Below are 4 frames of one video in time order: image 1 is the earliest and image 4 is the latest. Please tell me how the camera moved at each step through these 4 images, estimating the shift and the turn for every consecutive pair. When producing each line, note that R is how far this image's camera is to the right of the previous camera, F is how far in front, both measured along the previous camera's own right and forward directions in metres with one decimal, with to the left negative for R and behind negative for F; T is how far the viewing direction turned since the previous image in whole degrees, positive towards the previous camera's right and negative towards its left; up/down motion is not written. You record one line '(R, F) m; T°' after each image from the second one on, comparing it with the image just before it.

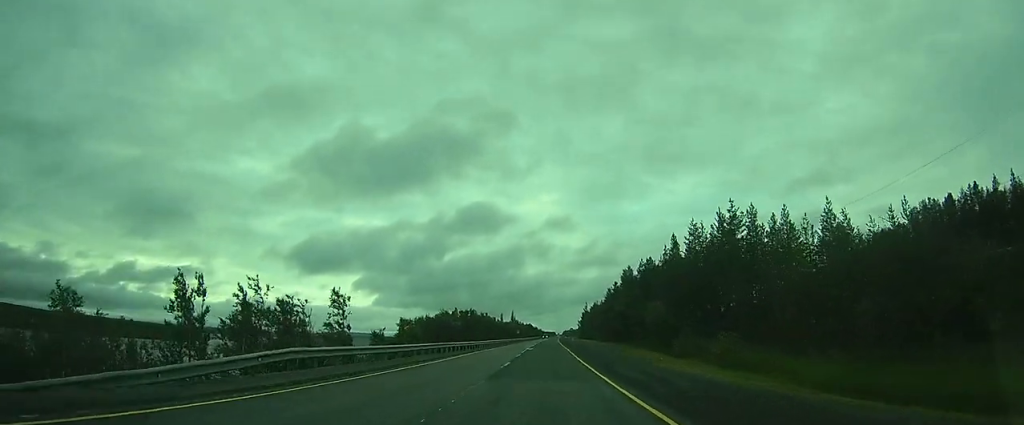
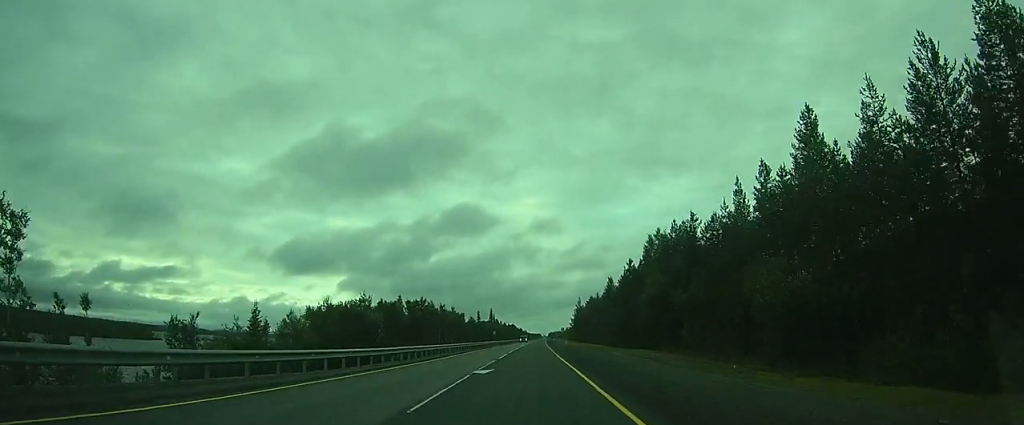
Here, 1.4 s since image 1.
(+0.5, +30.2) m; +2°
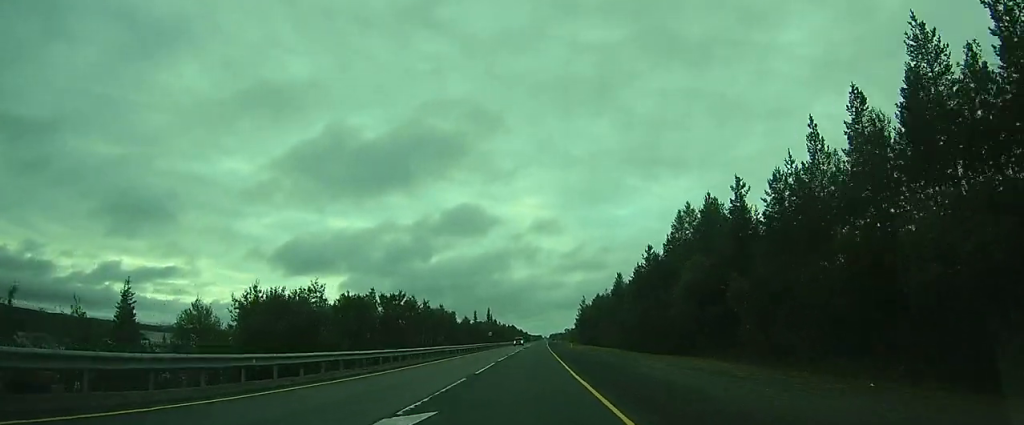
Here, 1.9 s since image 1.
(0.0, +11.4) m; 0°
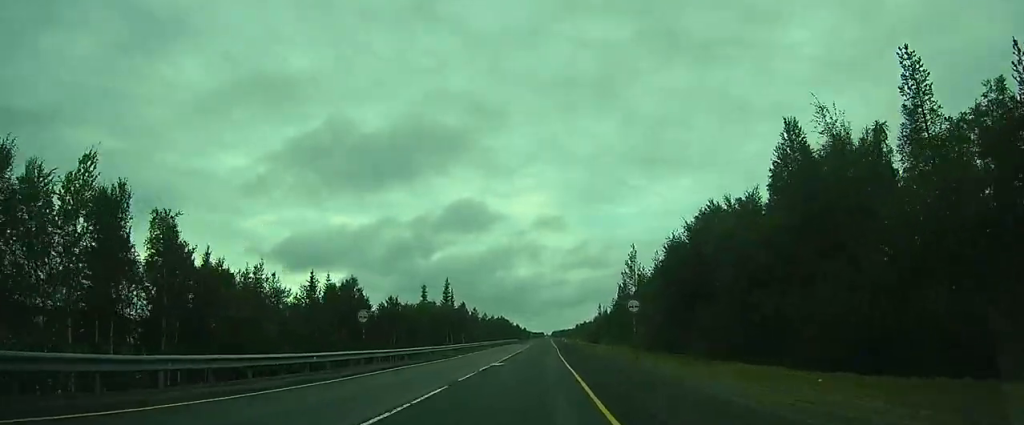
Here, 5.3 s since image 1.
(+0.4, +69.7) m; +1°
